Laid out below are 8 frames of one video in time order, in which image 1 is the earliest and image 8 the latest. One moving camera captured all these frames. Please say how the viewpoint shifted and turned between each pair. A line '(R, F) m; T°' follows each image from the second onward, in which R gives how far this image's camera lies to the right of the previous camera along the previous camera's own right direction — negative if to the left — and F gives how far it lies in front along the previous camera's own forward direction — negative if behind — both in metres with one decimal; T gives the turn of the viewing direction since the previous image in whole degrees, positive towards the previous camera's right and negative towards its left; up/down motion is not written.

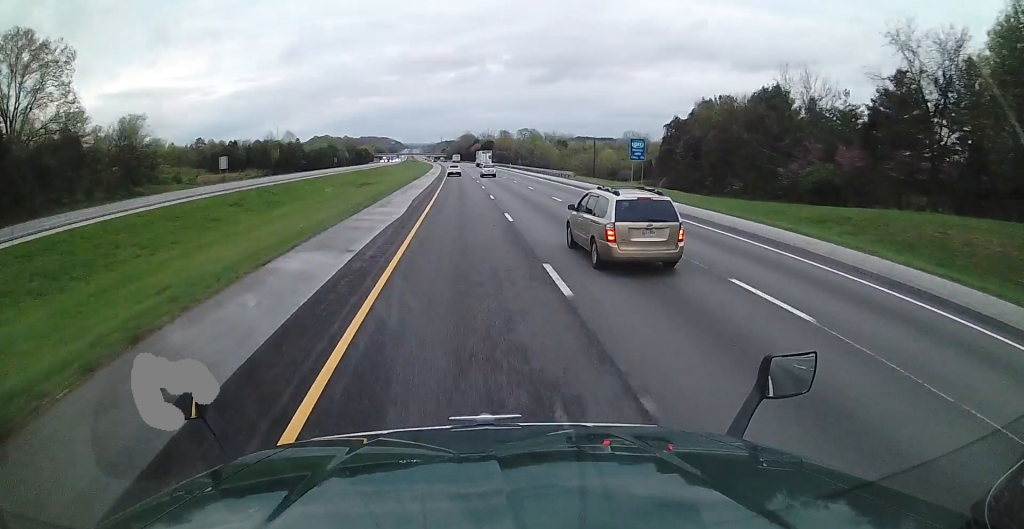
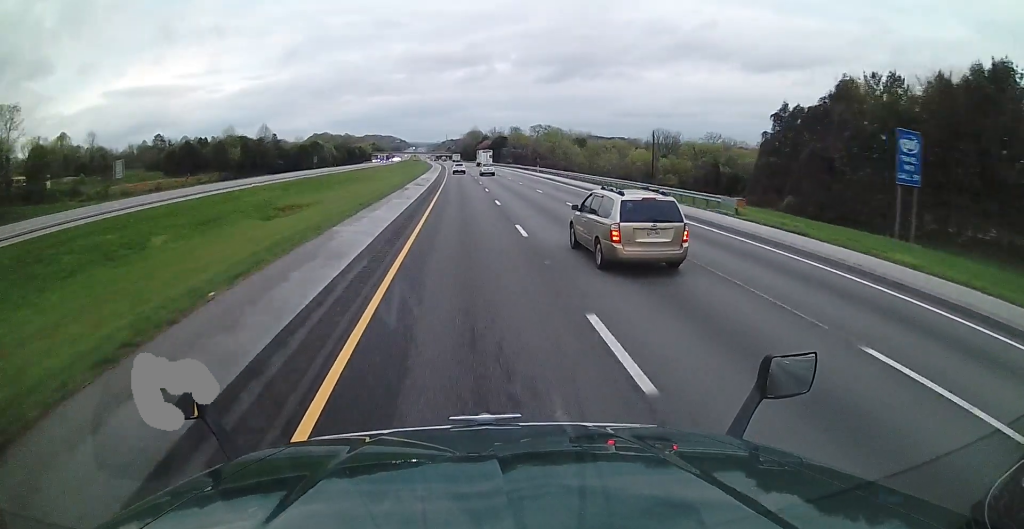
(-0.4, +39.9) m; 0°
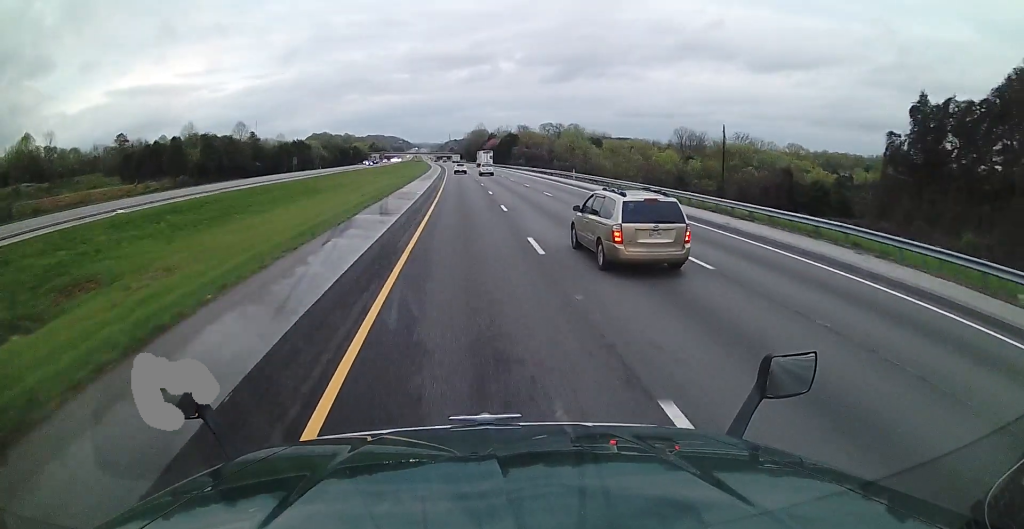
(+0.4, +26.9) m; 0°
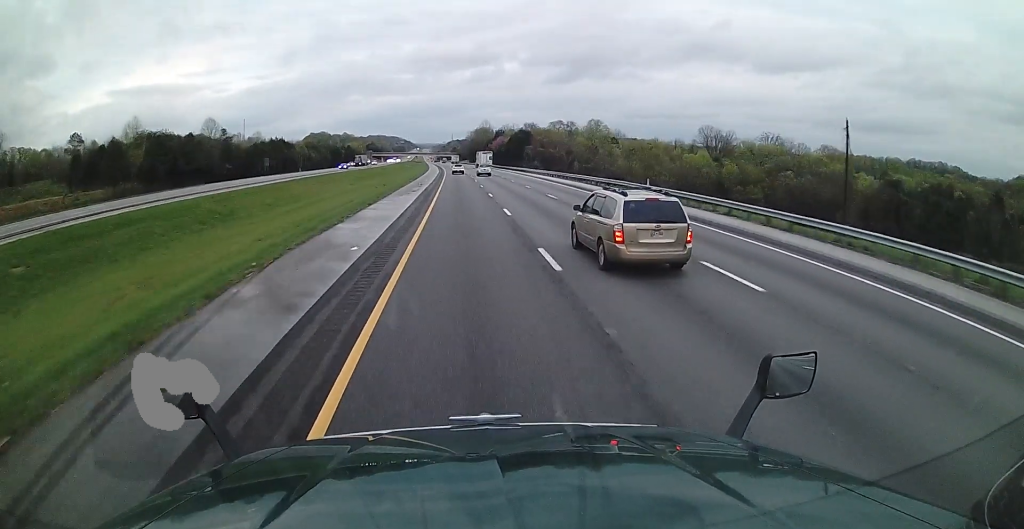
(-0.3, +25.8) m; -1°
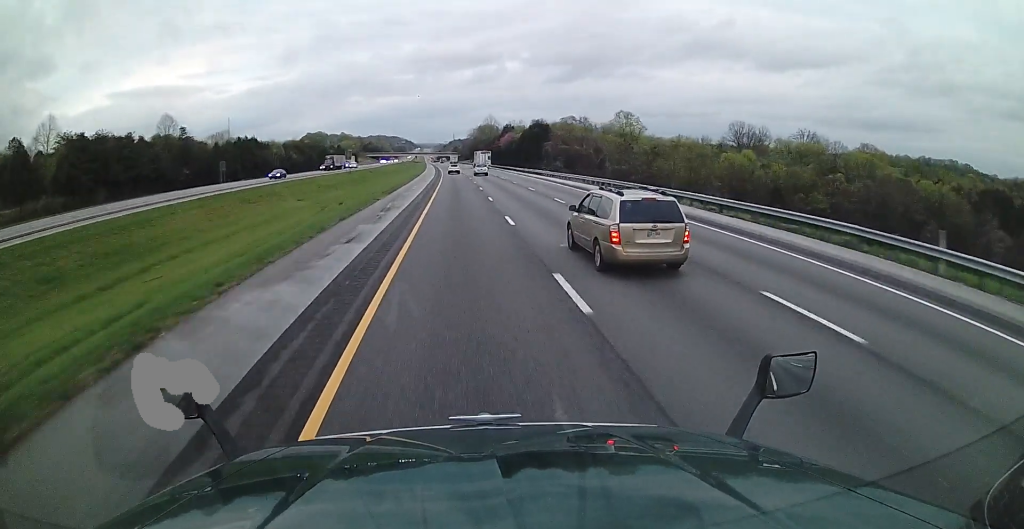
(+0.1, +26.7) m; -1°
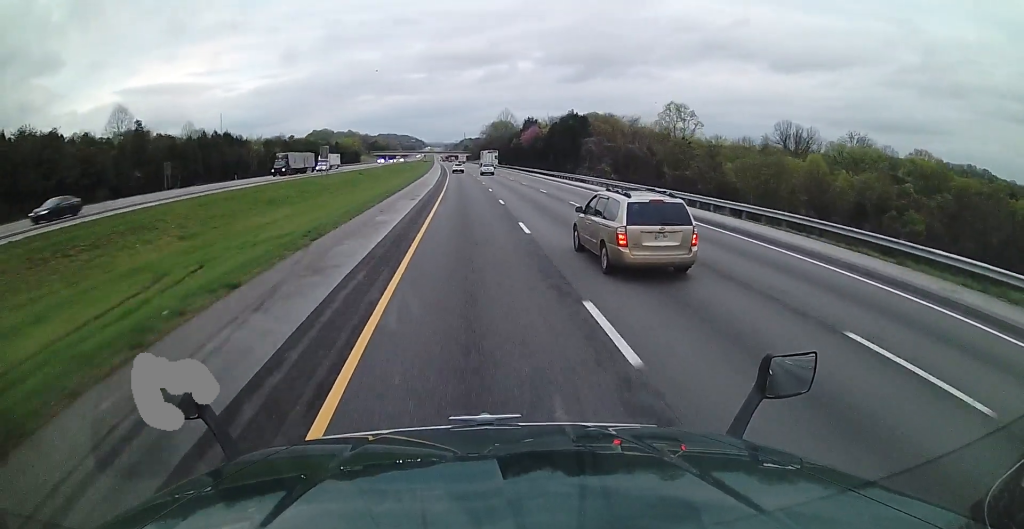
(-0.4, +25.7) m; -1°
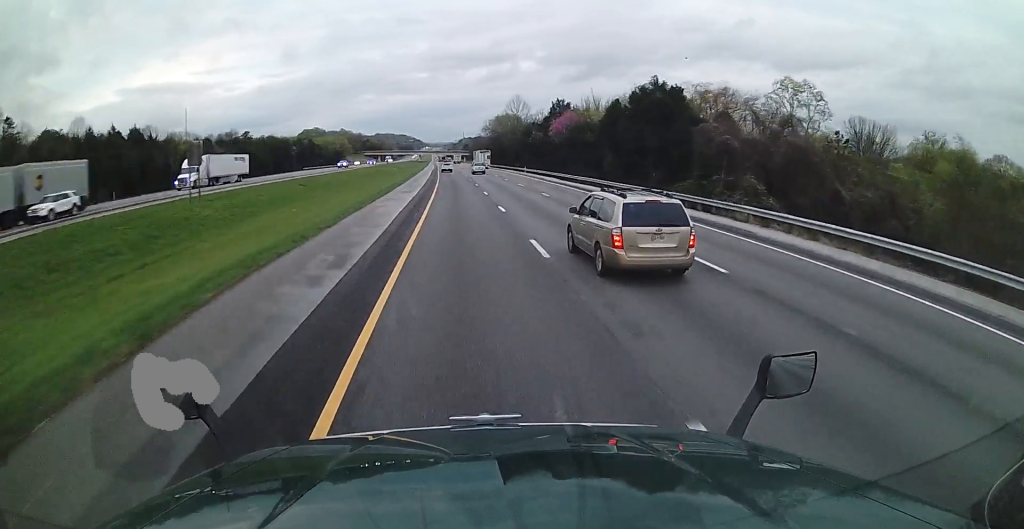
(-0.2, +40.0) m; -1°
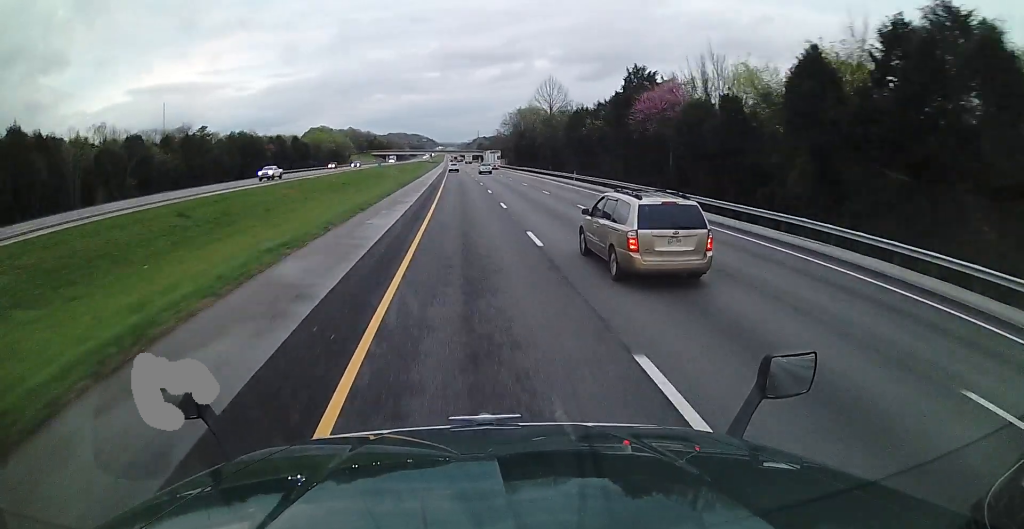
(-0.6, +33.6) m; 0°
